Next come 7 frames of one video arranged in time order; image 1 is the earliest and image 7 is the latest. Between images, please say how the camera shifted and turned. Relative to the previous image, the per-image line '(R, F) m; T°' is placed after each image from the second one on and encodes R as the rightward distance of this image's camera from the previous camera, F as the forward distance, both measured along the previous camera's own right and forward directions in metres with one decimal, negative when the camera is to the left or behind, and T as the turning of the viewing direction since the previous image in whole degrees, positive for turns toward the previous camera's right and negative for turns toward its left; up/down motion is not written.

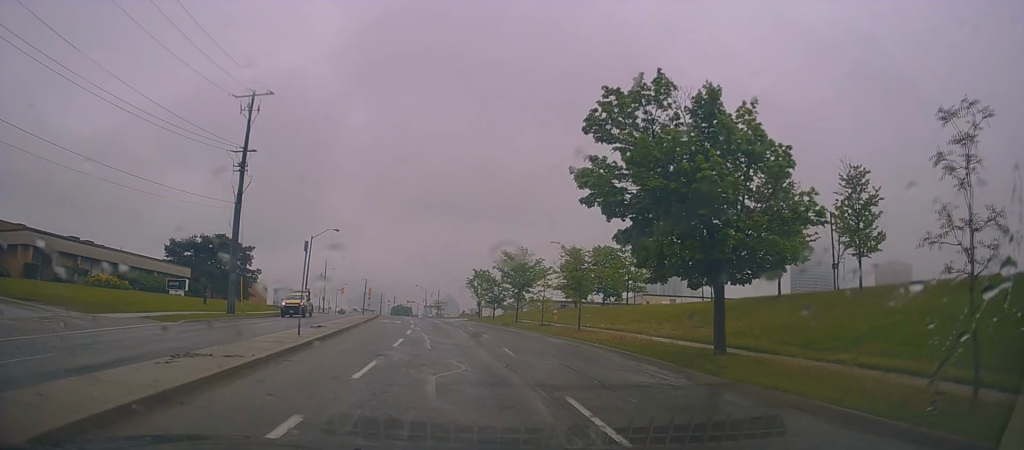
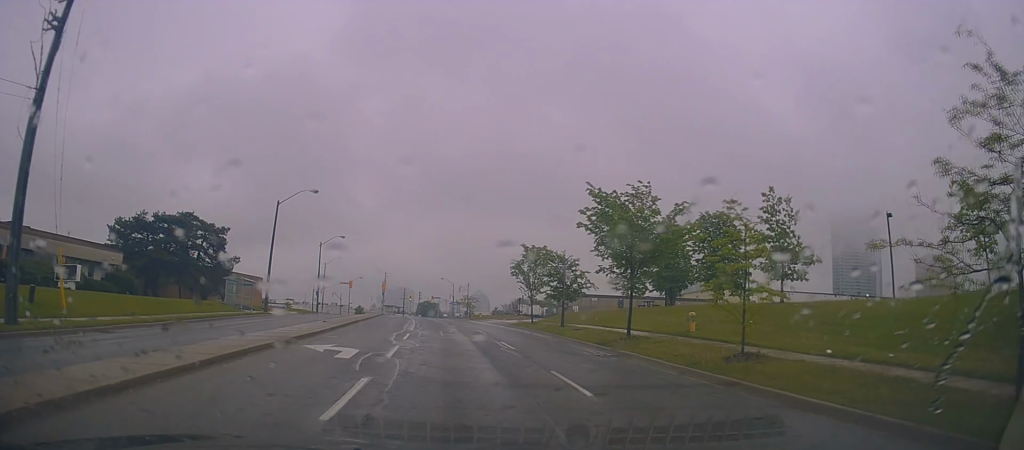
(-0.8, +22.2) m; -2°
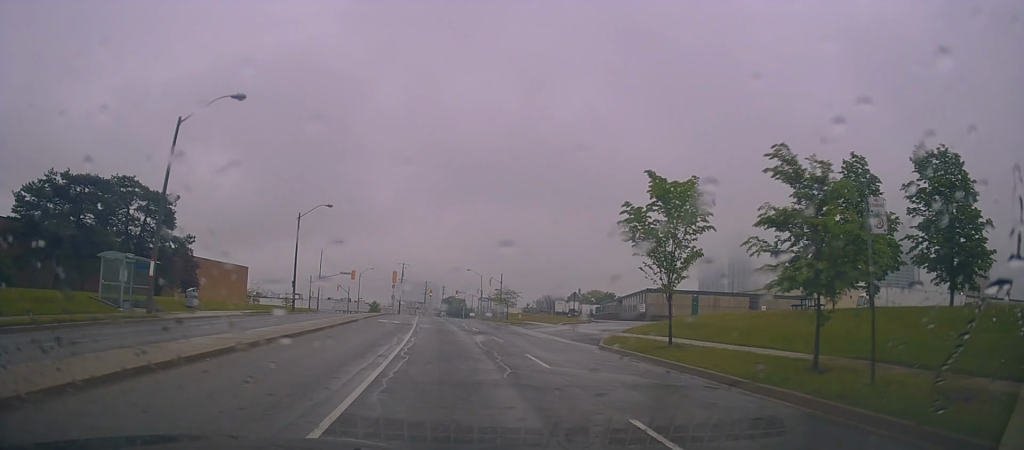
(+0.3, +21.2) m; -2°
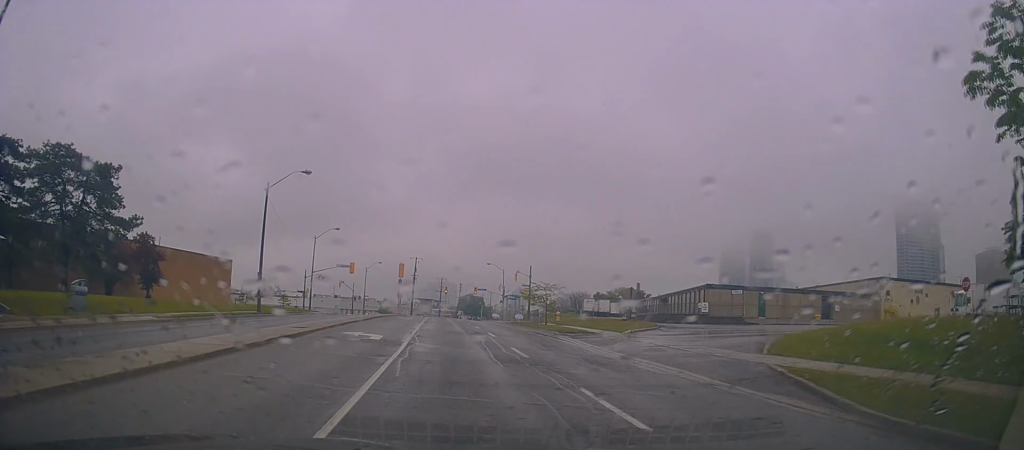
(-1.1, +13.9) m; -5°
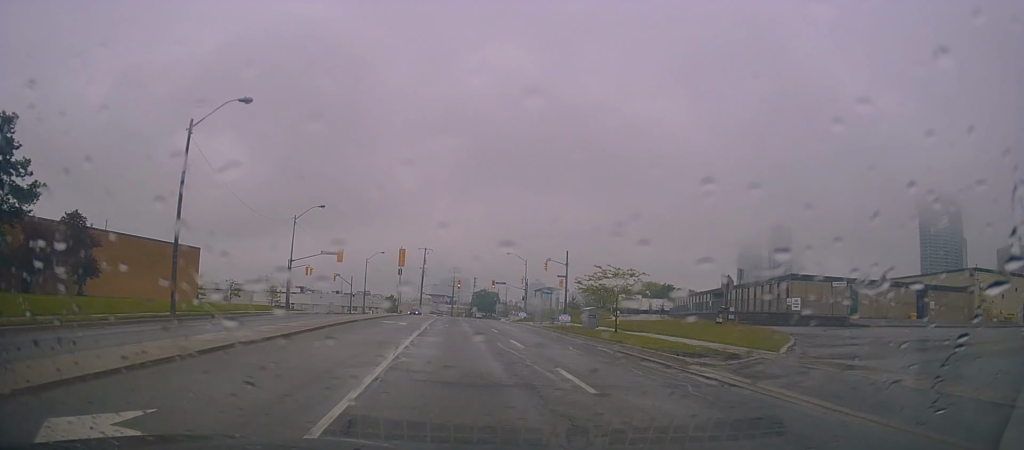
(-0.2, +14.6) m; 0°
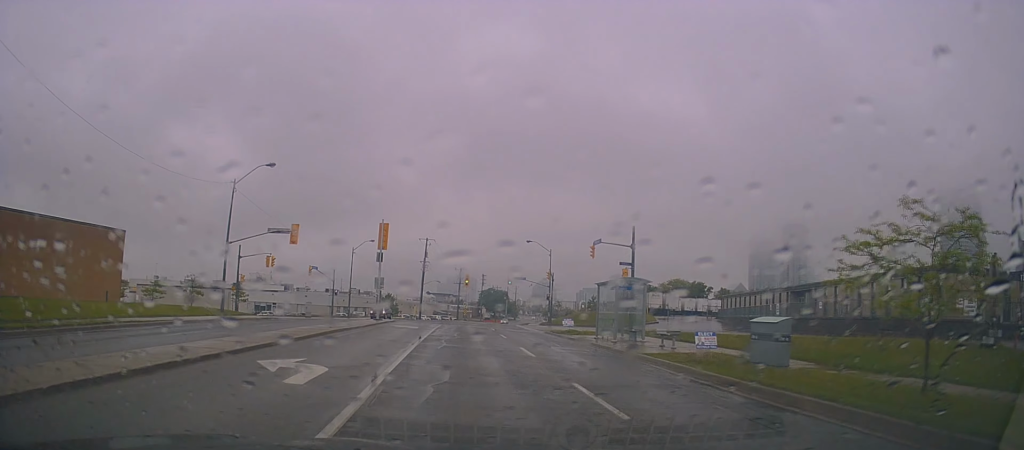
(+0.4, +18.1) m; +2°
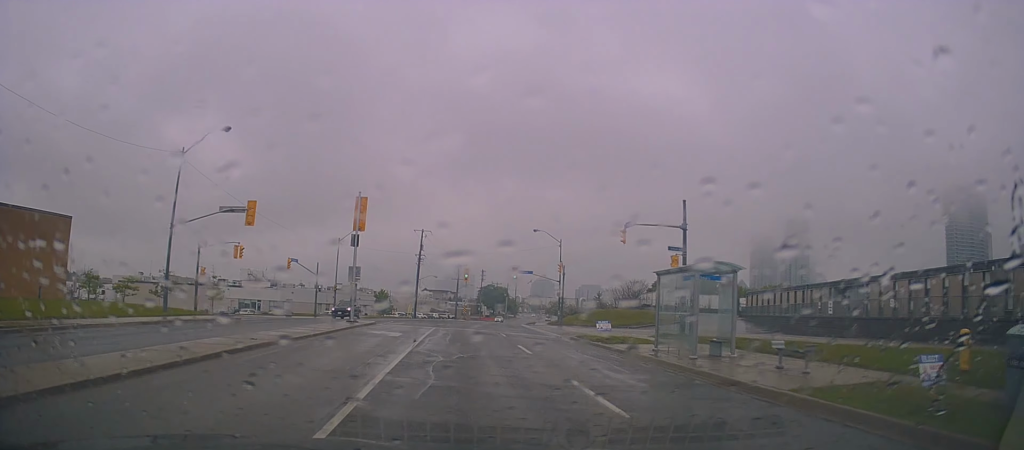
(+0.2, +8.0) m; 0°
